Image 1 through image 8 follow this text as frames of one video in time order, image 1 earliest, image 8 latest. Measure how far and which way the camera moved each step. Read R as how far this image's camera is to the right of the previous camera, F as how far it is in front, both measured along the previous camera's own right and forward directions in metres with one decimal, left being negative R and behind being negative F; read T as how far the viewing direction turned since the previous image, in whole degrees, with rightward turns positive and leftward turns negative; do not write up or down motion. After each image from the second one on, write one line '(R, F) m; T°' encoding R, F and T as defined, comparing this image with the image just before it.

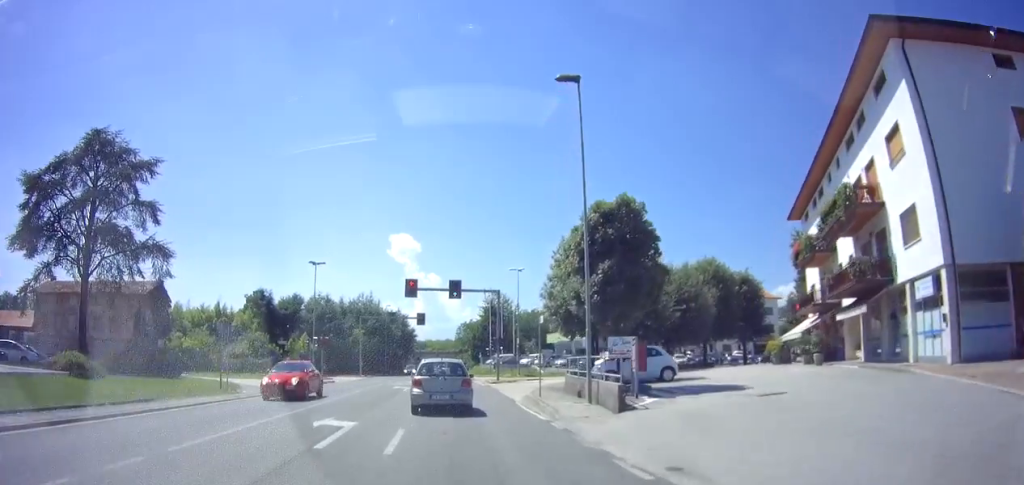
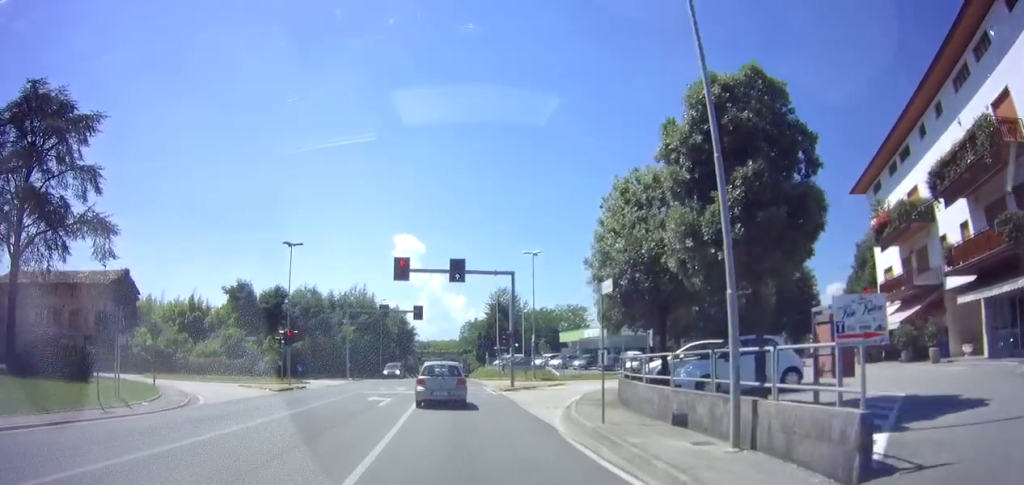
(-0.2, +8.5) m; +2°
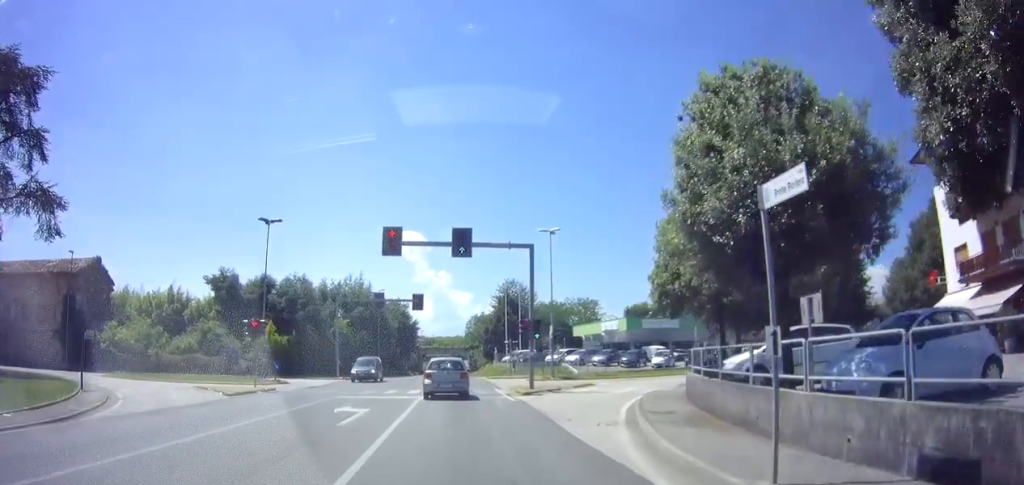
(+0.3, +6.1) m; +2°
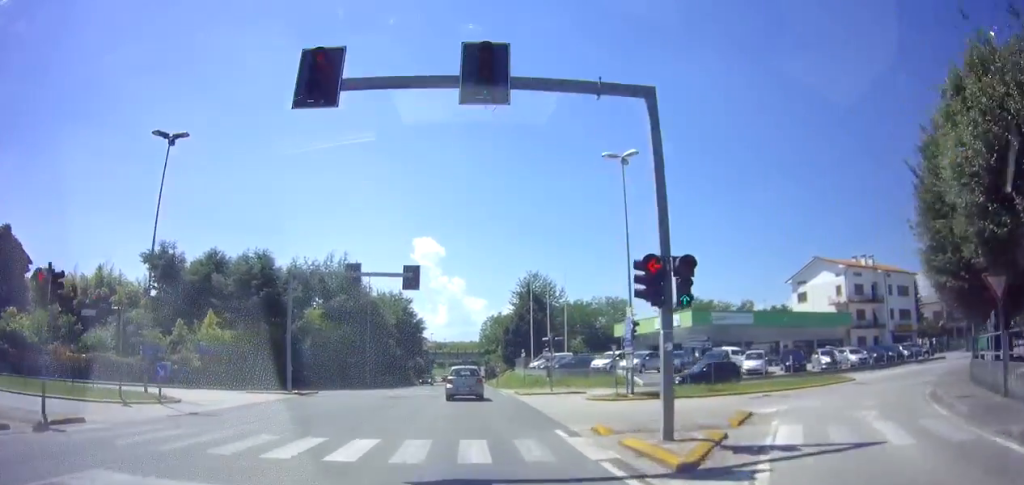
(-0.3, +15.0) m; -3°
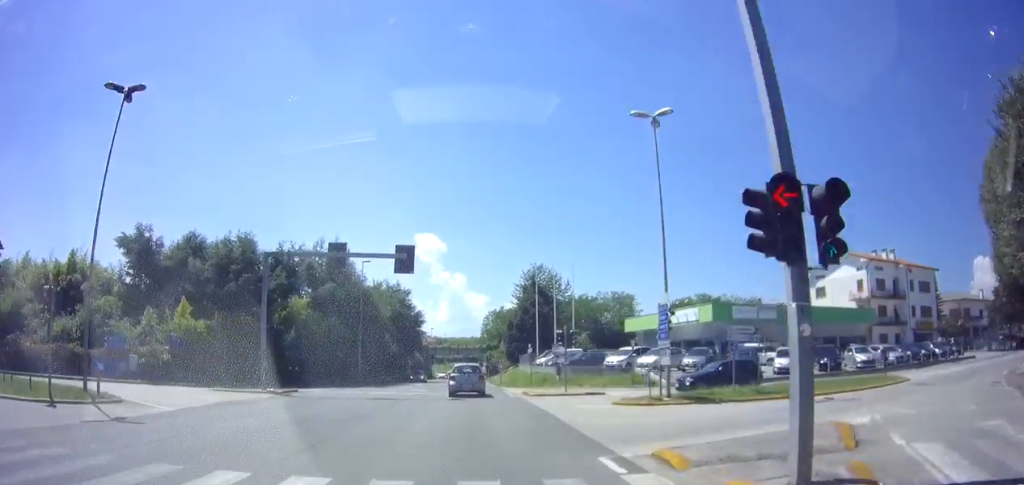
(-0.2, +3.8) m; 0°
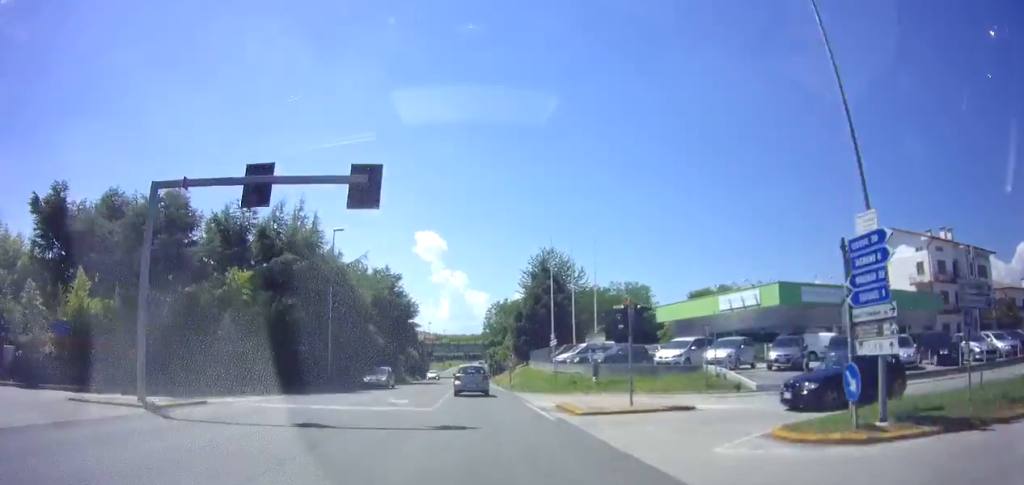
(+0.3, +10.0) m; +2°
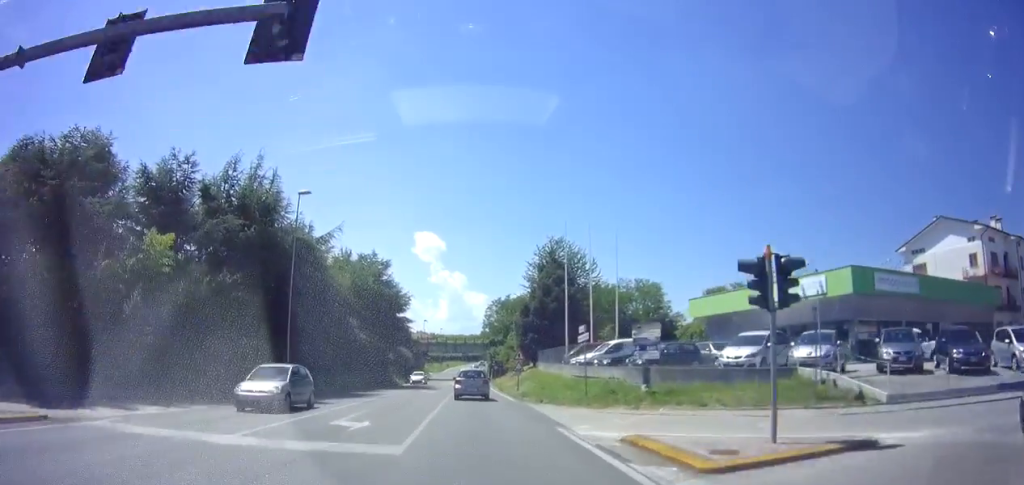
(0.0, +7.6) m; -1°
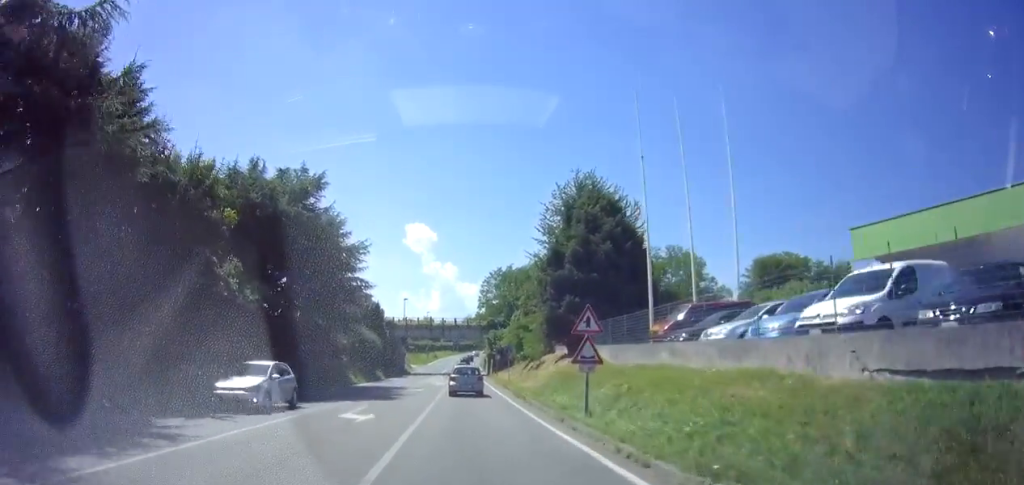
(-0.6, +20.8) m; -1°
